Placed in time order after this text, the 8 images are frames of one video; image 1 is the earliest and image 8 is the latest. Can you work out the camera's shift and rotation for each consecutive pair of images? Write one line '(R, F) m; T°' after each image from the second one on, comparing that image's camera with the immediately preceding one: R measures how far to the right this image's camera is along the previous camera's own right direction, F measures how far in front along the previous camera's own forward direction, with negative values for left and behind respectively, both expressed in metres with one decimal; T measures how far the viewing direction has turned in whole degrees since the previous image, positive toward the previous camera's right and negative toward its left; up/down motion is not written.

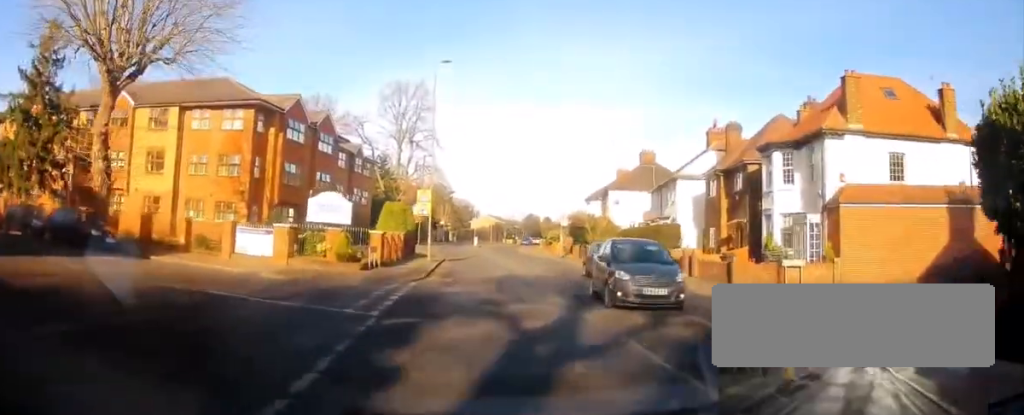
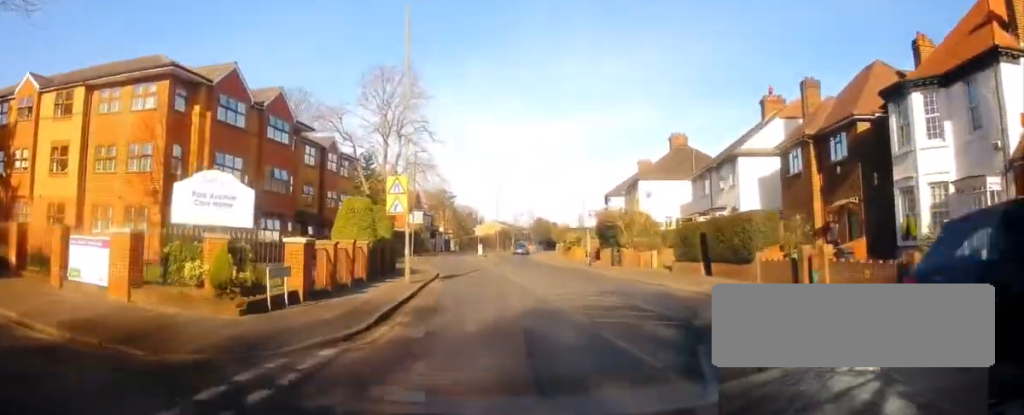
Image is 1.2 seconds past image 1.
(+0.3, +11.0) m; +1°
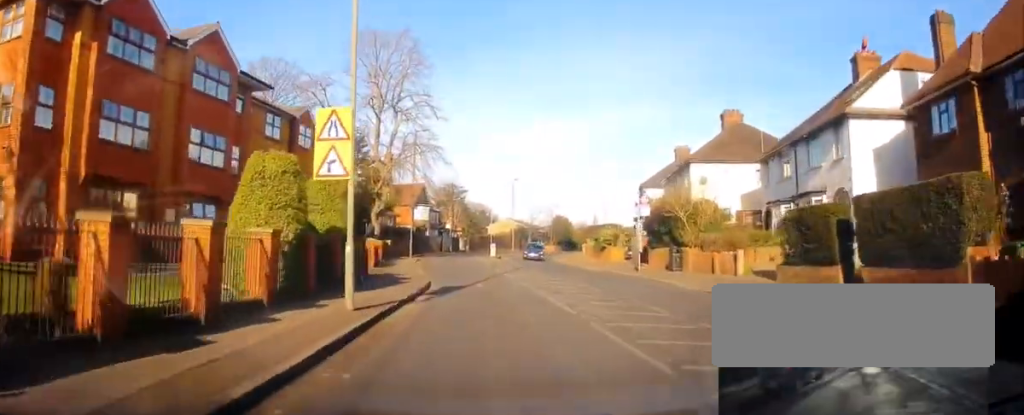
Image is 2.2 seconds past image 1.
(-0.1, +10.1) m; -3°
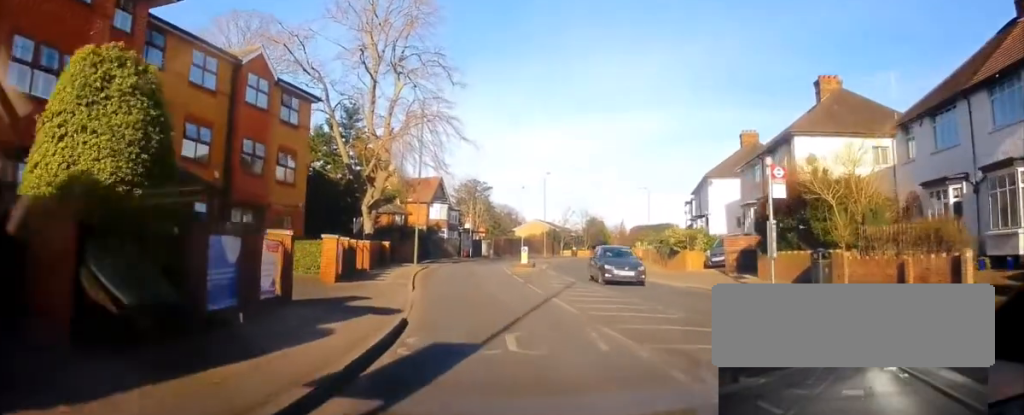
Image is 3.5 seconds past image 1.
(-0.4, +11.8) m; -3°
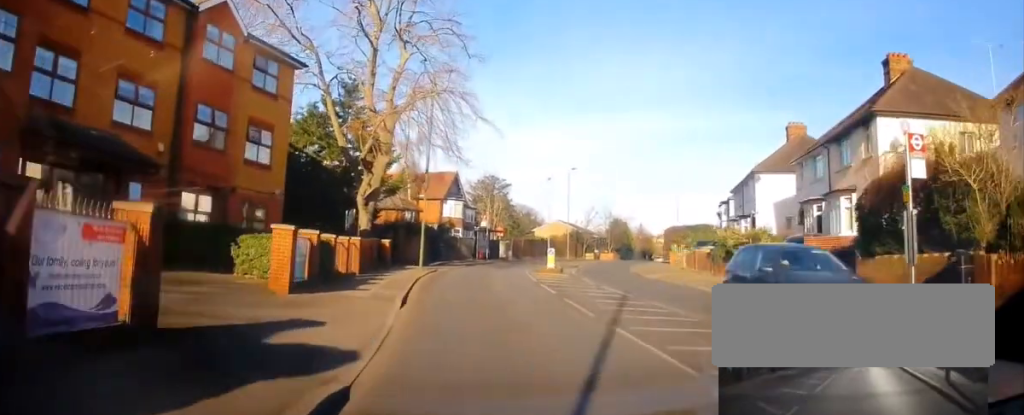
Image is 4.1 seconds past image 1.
(-0.1, +5.8) m; 0°
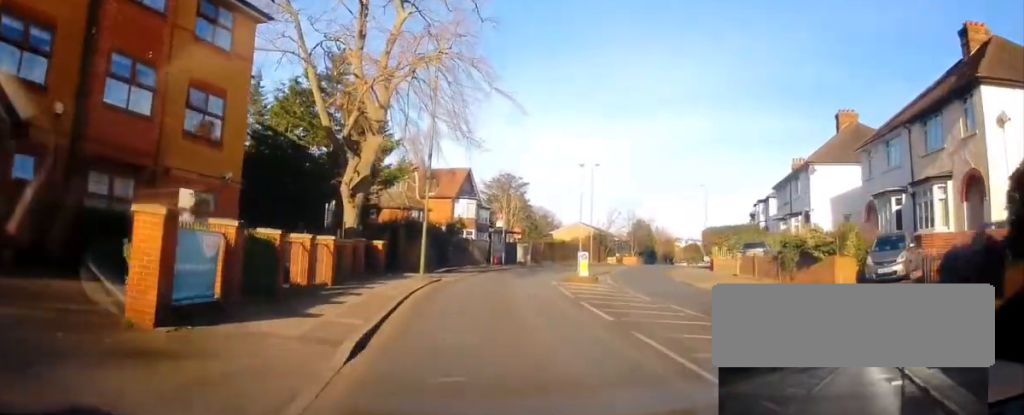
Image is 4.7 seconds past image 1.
(0.0, +5.8) m; 0°
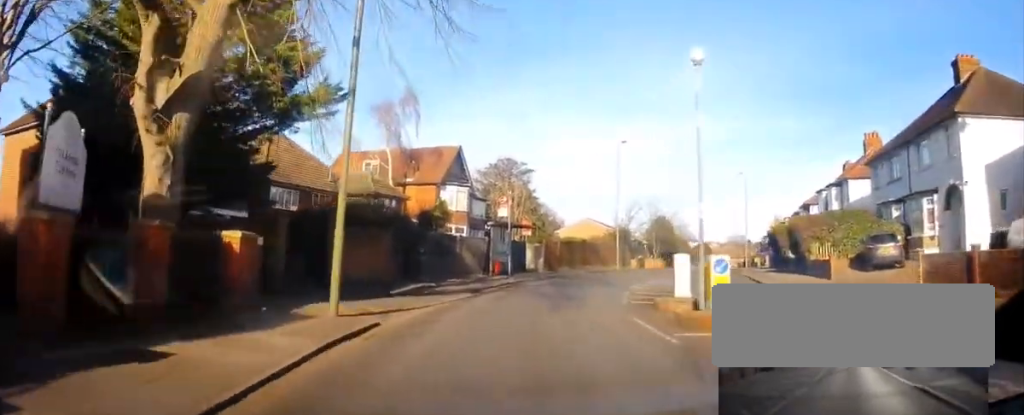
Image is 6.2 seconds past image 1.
(0.0, +14.4) m; 0°
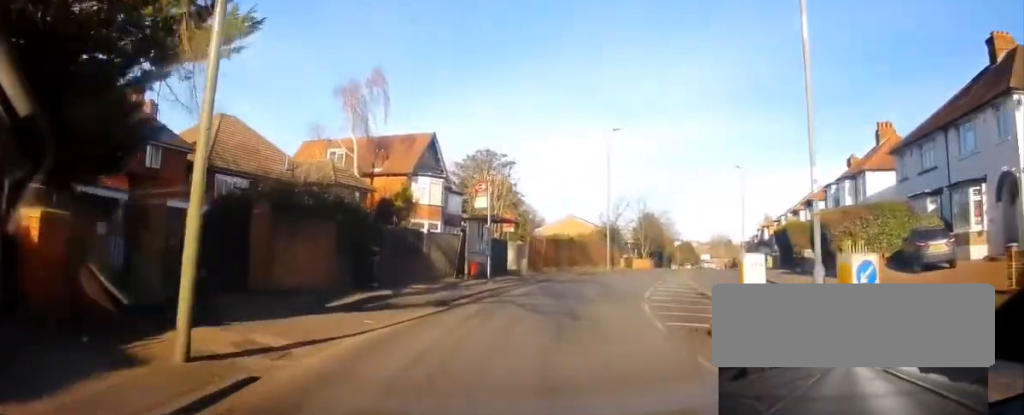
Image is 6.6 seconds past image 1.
(0.0, +4.7) m; +1°
